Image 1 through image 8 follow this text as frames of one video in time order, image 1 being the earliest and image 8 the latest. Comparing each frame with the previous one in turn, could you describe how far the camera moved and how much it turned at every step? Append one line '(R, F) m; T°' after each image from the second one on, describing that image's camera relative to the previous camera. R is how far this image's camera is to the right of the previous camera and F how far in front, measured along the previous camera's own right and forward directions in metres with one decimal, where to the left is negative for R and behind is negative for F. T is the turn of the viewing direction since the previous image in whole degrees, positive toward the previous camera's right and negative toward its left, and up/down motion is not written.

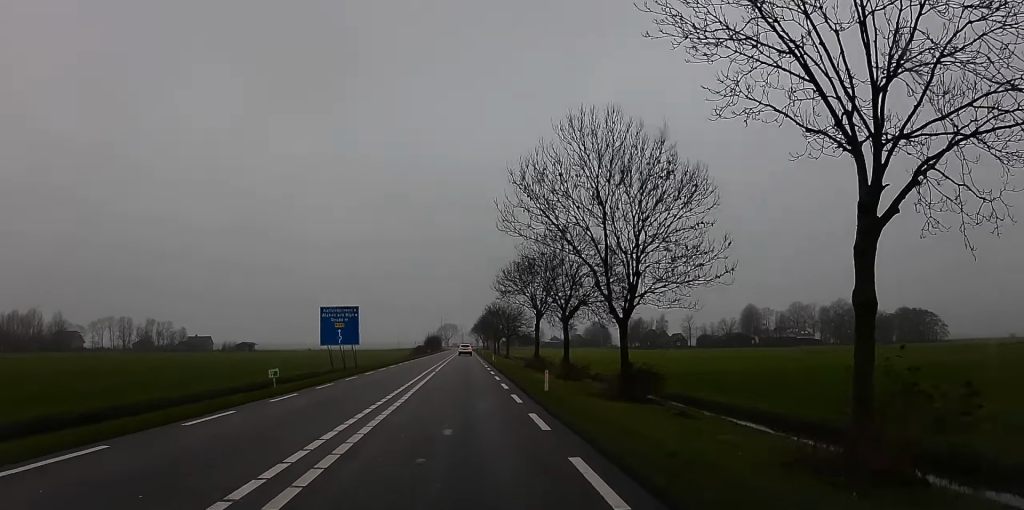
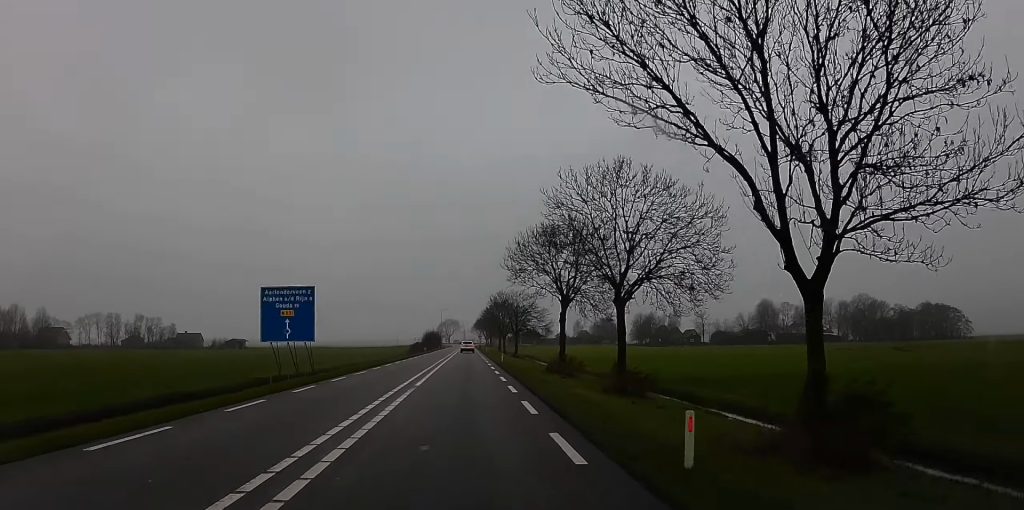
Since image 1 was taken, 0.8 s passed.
(0.0, +15.7) m; 0°
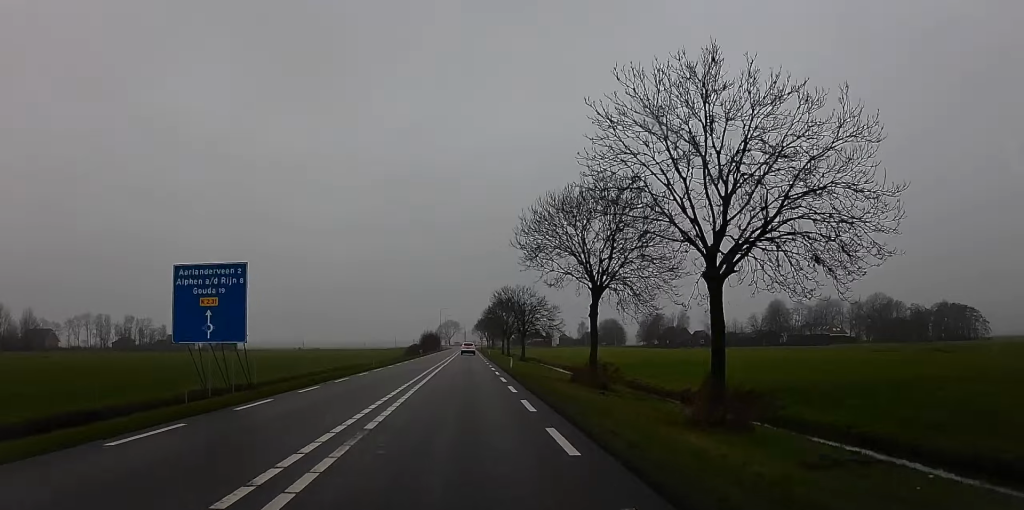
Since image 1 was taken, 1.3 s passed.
(0.0, +11.5) m; 0°
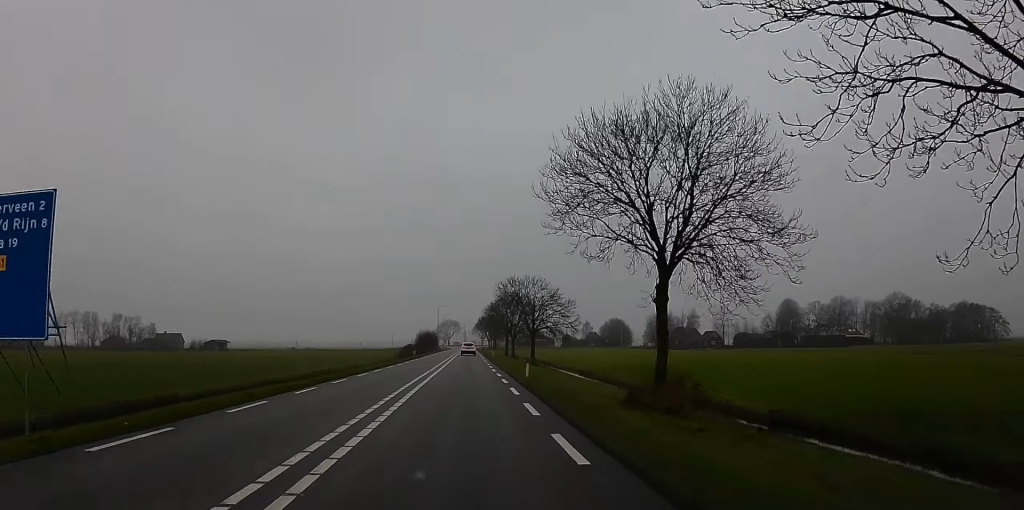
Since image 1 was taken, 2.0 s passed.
(0.0, +13.2) m; 0°
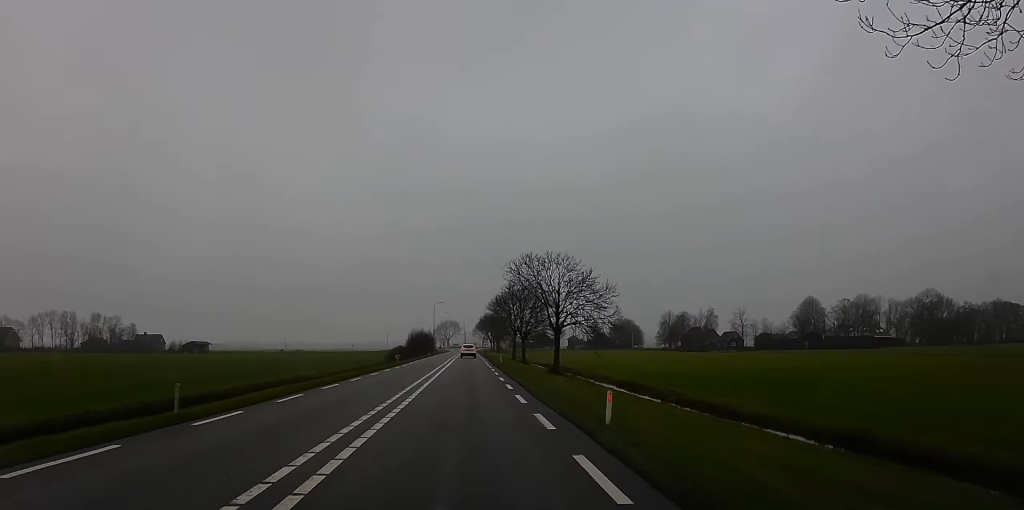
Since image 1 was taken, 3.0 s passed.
(0.0, +21.4) m; 0°
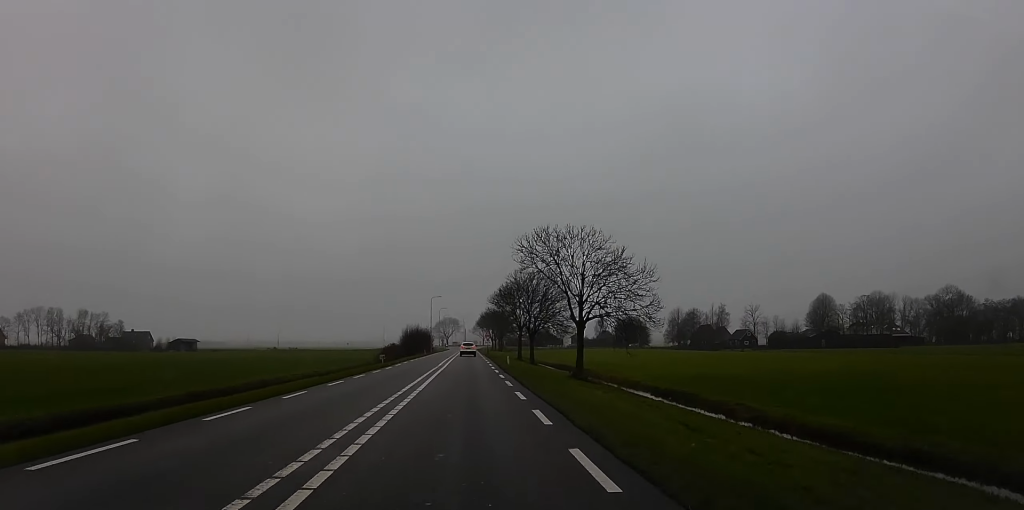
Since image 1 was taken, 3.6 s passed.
(0.0, +11.6) m; 0°
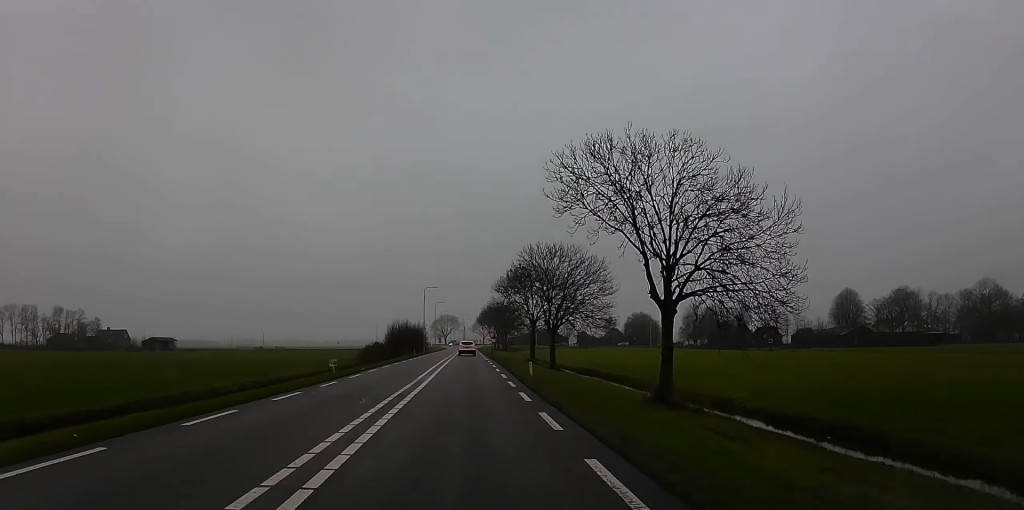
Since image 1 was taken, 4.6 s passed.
(0.0, +19.5) m; 0°
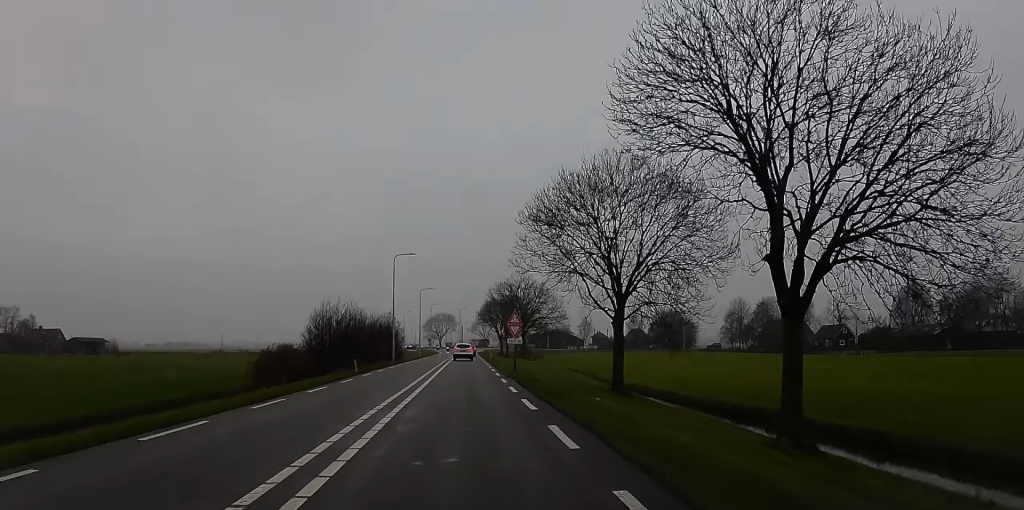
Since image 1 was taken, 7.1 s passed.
(+0.5, +43.9) m; +1°
